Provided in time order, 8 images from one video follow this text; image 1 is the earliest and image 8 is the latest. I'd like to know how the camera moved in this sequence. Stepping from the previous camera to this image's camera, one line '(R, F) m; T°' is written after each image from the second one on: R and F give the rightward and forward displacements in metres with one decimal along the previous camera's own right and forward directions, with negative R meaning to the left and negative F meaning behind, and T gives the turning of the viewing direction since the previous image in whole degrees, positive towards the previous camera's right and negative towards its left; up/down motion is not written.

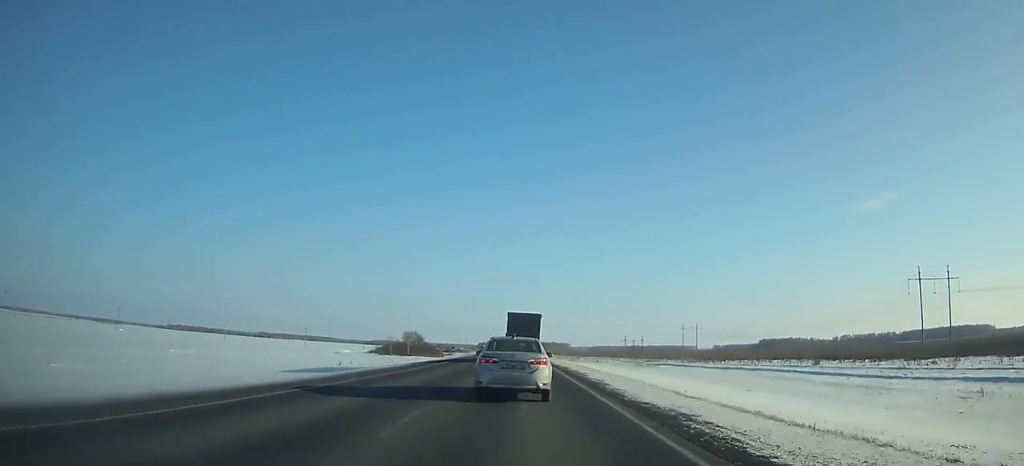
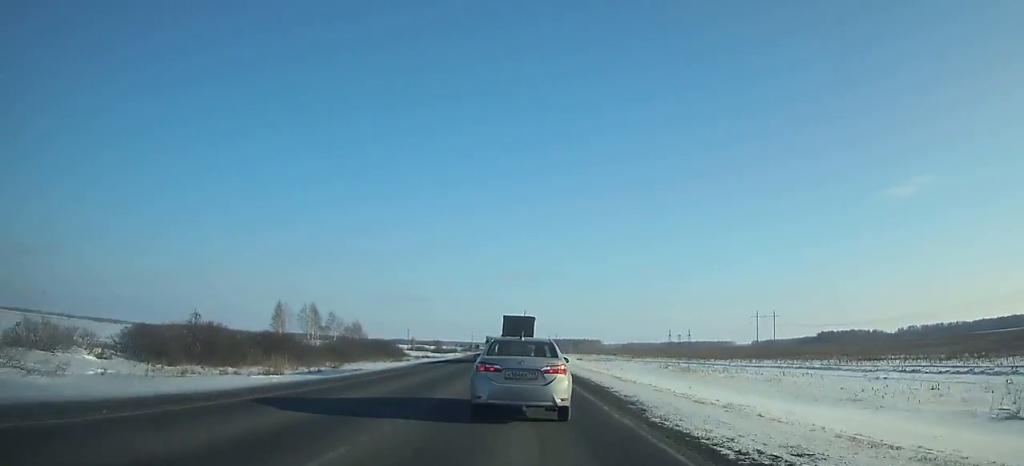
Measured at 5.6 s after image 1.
(-2.4, +122.2) m; -3°
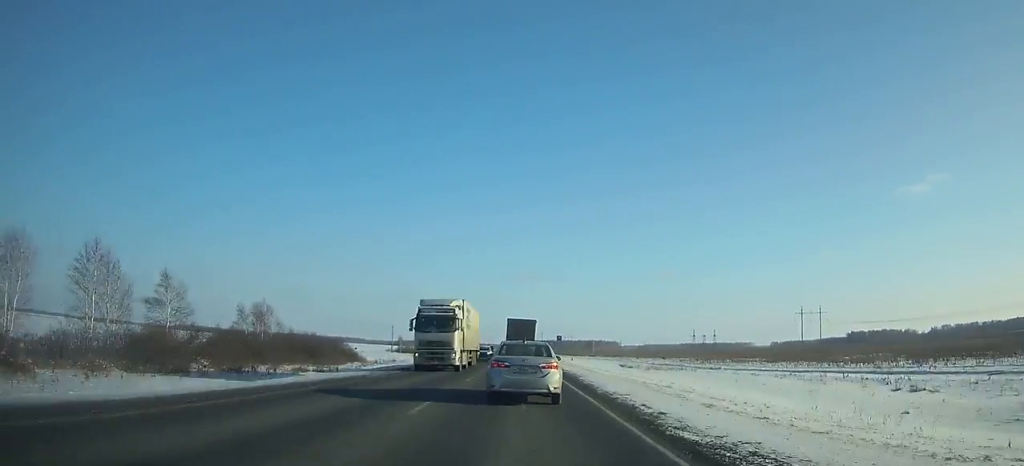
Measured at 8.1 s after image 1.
(-0.6, +54.1) m; -1°
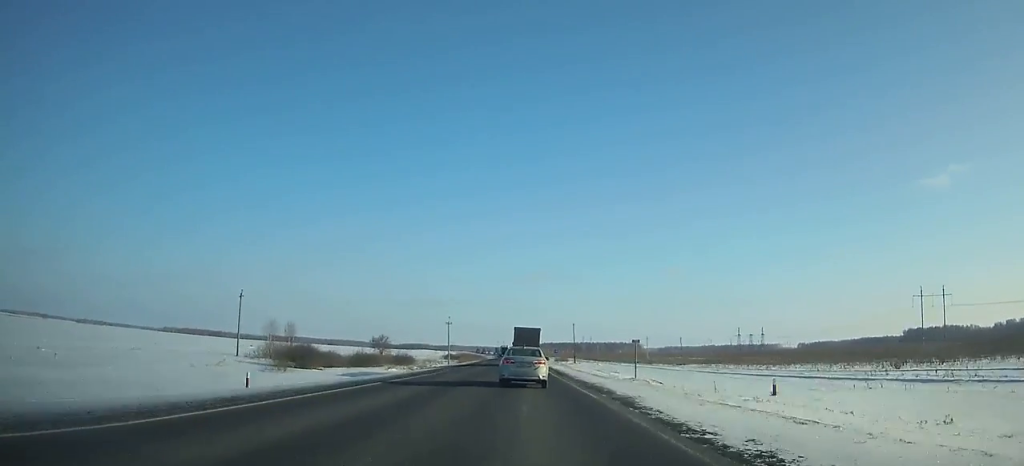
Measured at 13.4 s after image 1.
(-1.4, +117.2) m; -1°
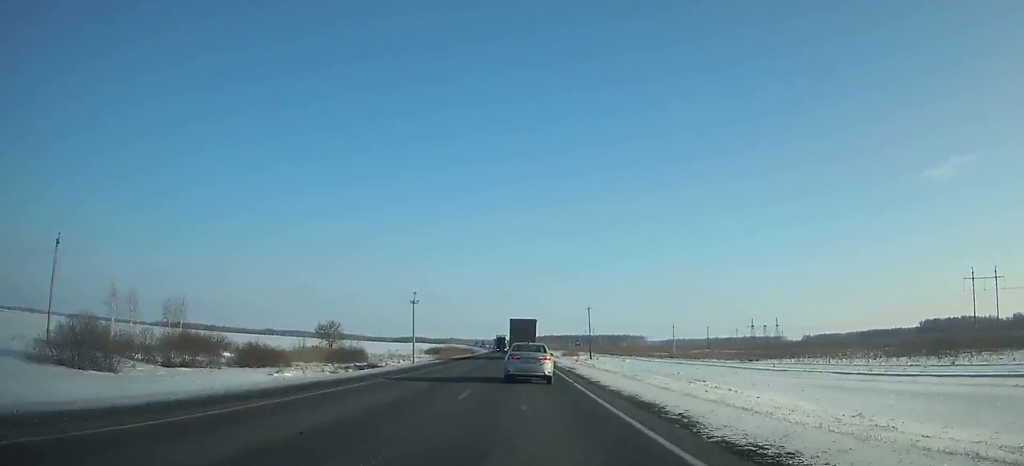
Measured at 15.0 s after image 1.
(-0.1, +35.9) m; 0°
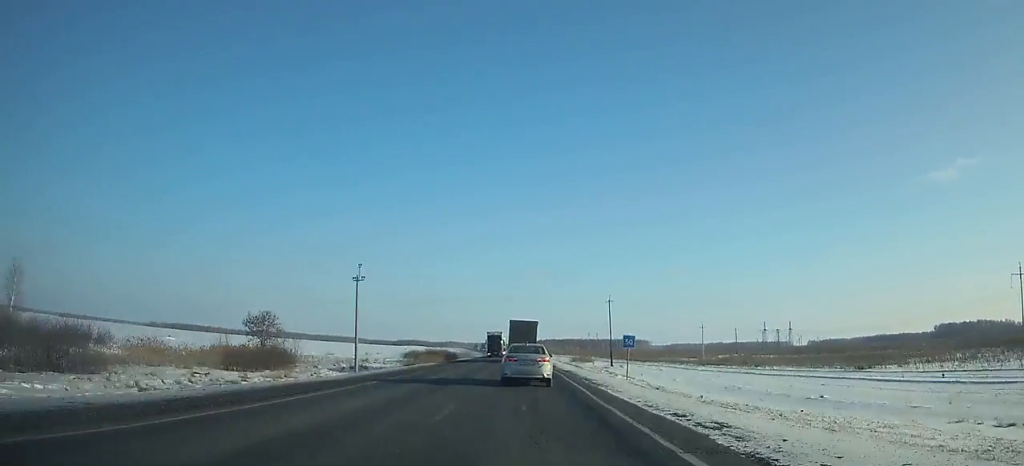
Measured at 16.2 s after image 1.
(0.0, +26.8) m; 0°
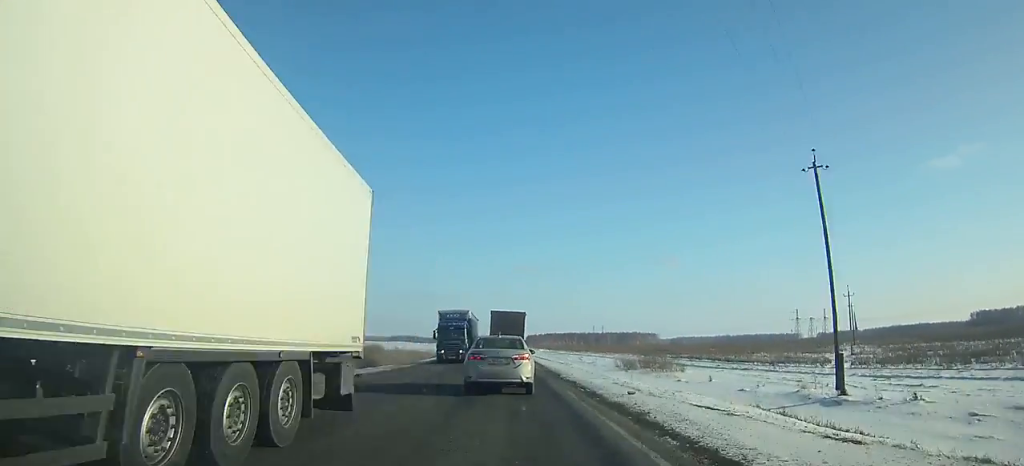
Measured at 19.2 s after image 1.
(-0.3, +66.0) m; -1°
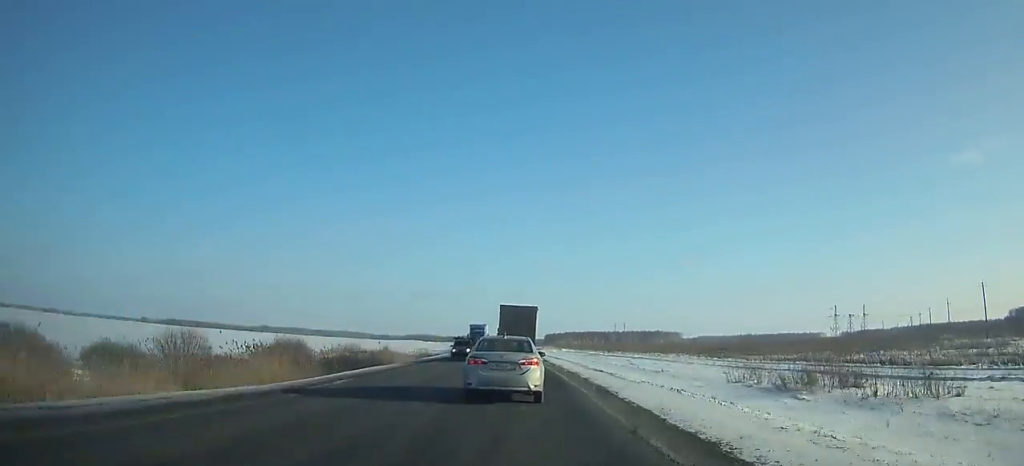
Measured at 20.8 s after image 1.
(0.0, +34.5) m; -1°
